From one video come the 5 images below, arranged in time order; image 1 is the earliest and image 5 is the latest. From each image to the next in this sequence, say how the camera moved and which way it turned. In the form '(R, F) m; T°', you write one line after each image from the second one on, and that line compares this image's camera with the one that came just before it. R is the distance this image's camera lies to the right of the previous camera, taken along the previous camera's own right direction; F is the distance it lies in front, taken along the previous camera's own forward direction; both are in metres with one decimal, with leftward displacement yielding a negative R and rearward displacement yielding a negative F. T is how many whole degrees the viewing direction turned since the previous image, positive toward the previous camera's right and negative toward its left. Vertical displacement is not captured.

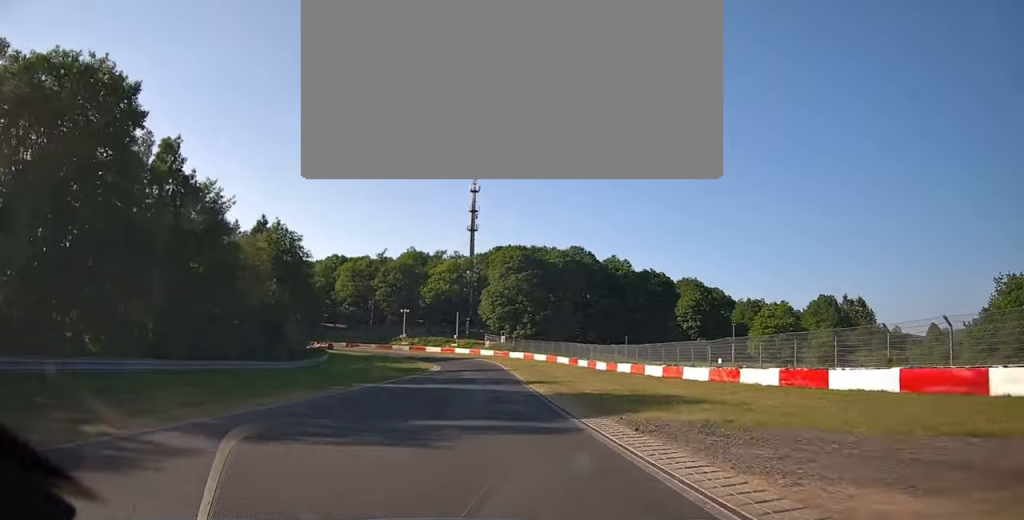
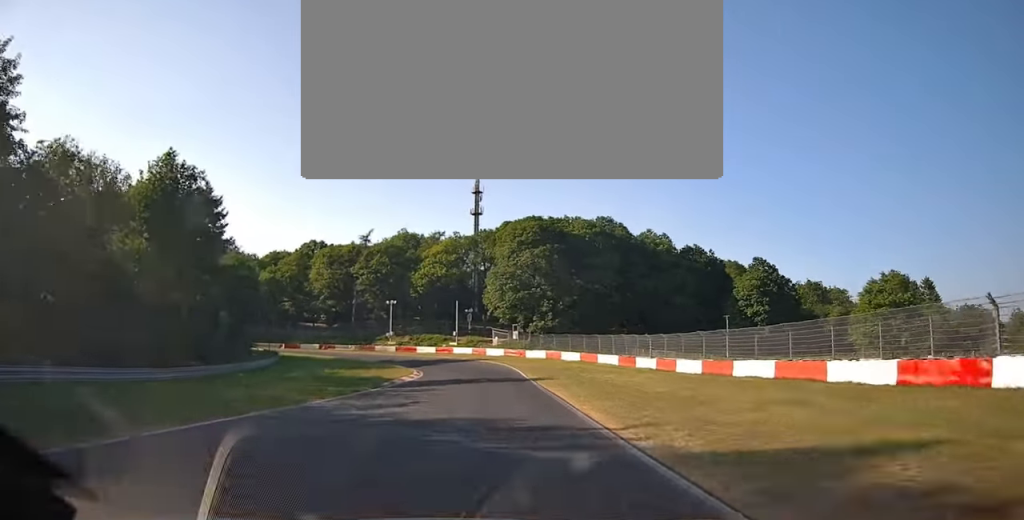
(-0.6, +24.2) m; -3°
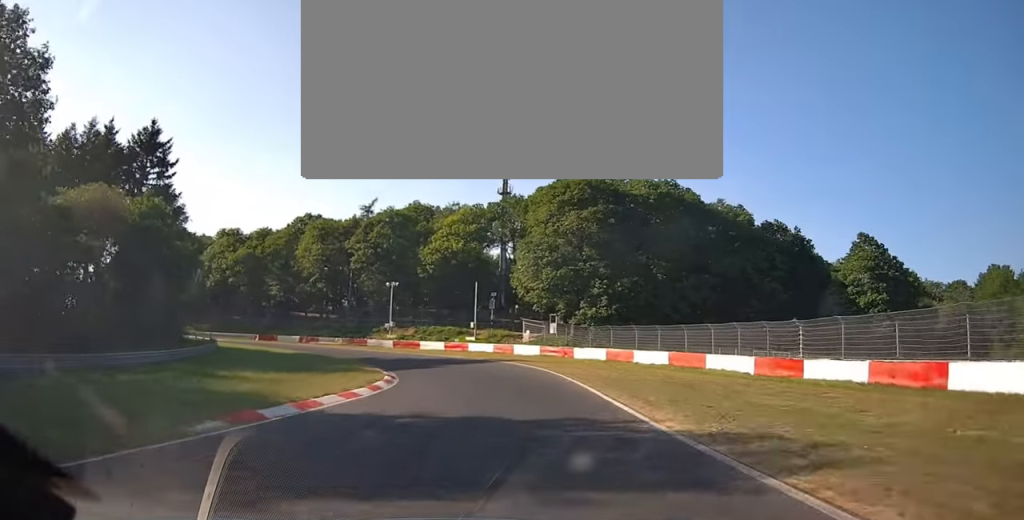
(-0.8, +23.0) m; -5°
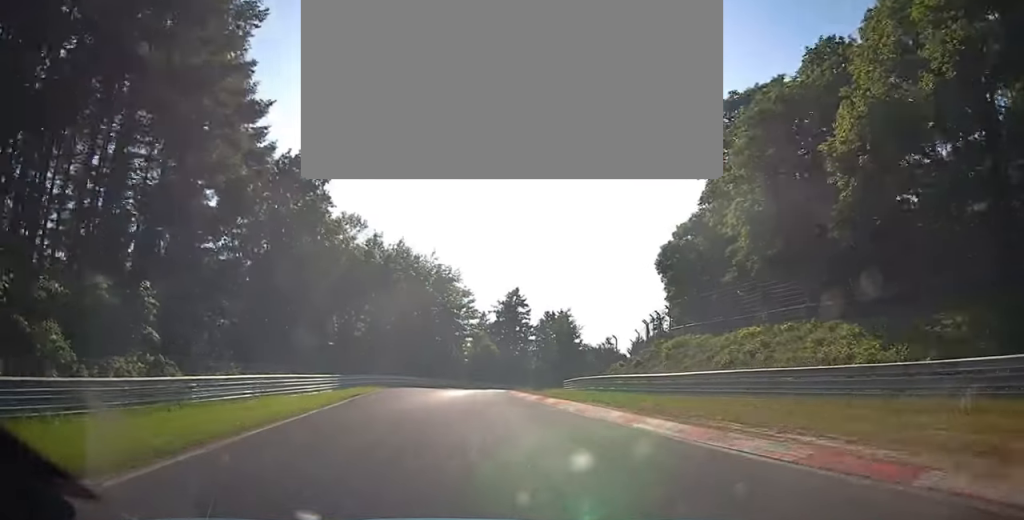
(-45.2, +73.8) m; -60°
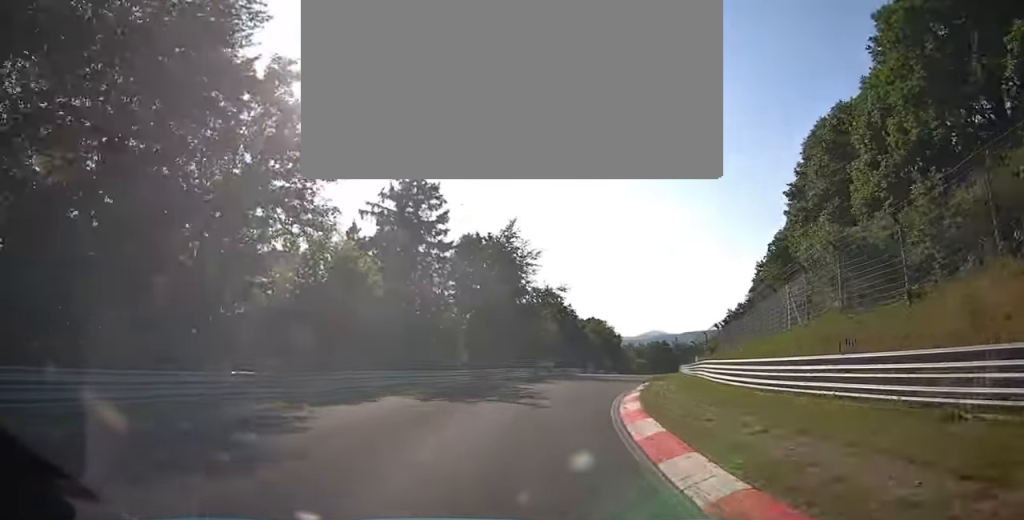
(-0.3, +53.6) m; +8°
